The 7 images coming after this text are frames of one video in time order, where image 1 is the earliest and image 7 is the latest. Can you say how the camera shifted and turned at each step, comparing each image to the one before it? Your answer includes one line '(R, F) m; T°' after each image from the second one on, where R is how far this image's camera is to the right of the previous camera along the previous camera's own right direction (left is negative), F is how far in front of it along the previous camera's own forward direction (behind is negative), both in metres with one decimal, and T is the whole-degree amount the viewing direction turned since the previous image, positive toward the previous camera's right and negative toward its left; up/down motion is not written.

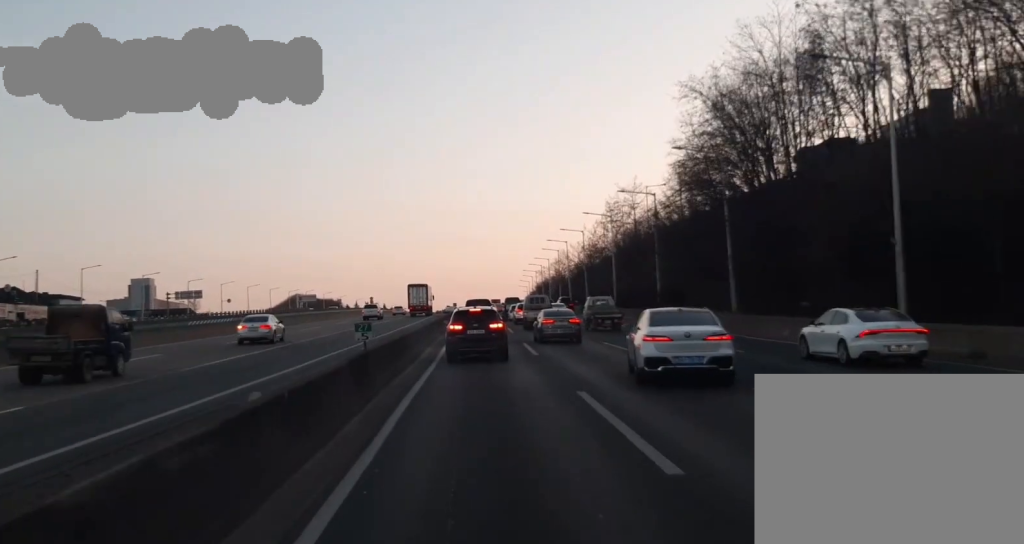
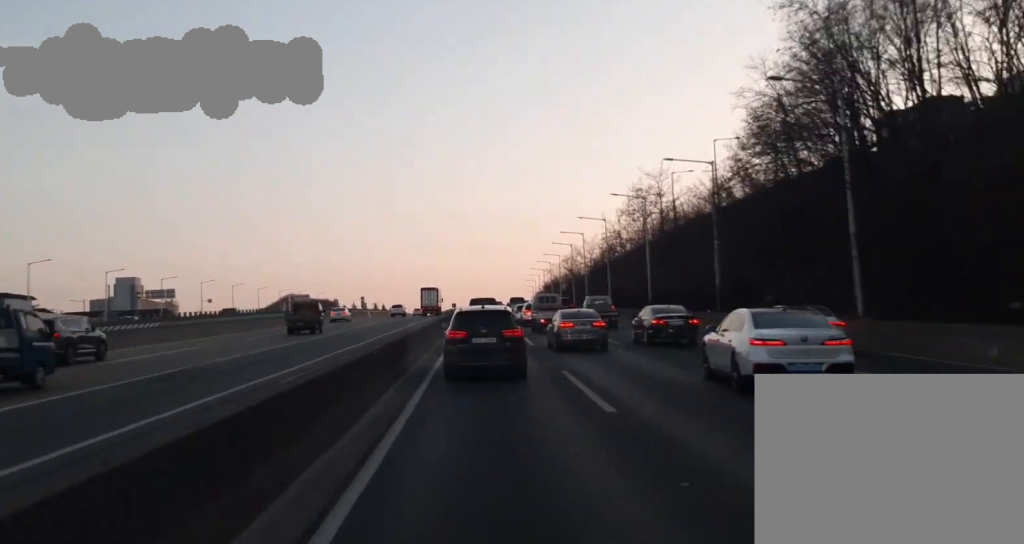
(0.0, +19.9) m; 0°
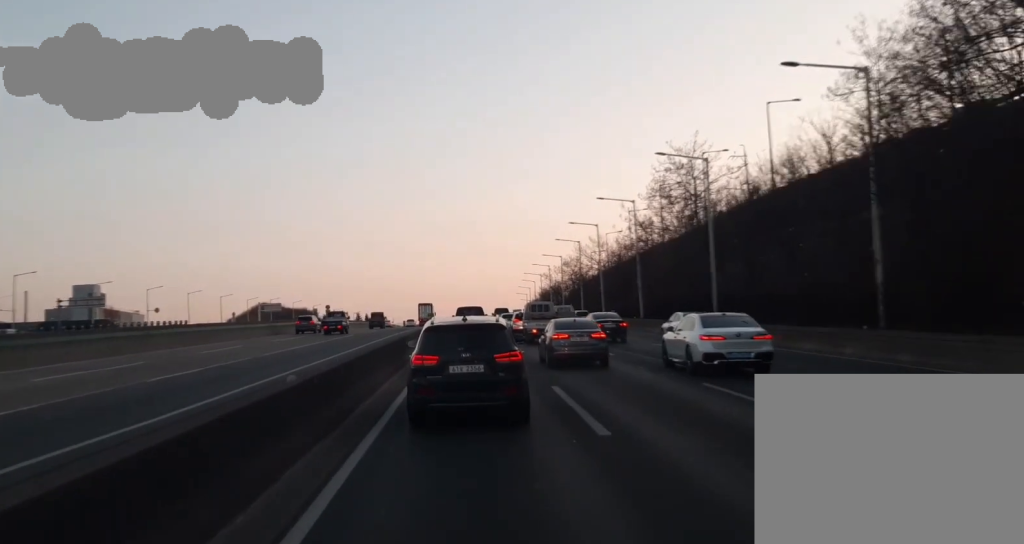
(0.0, +30.6) m; -1°
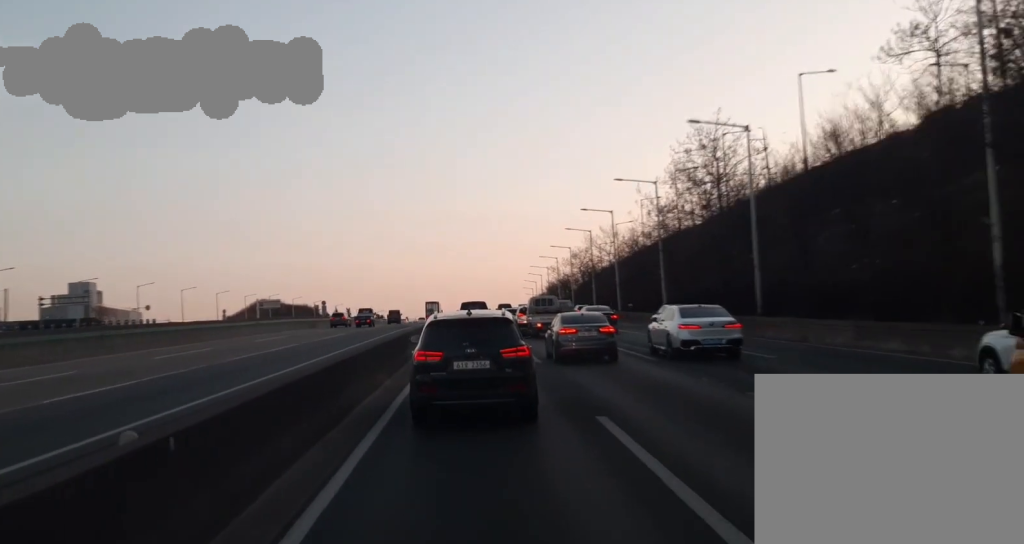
(-0.1, +8.6) m; -1°
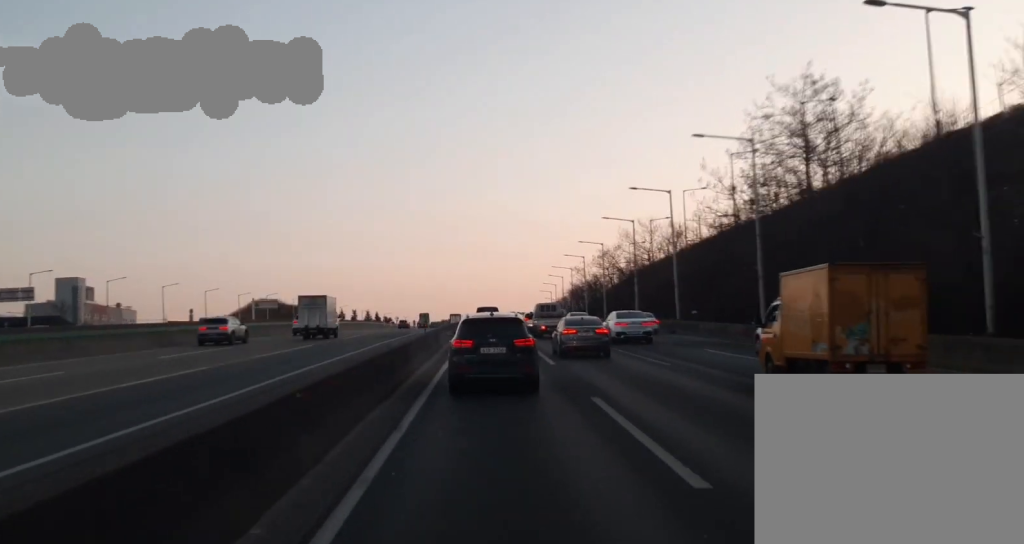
(-0.9, +23.3) m; -4°
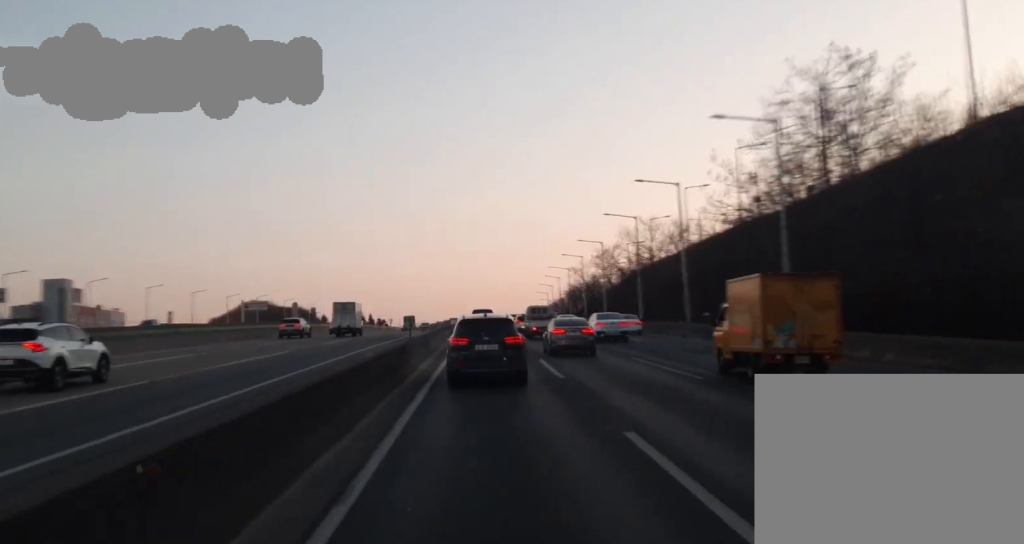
(0.0, +5.4) m; 0°
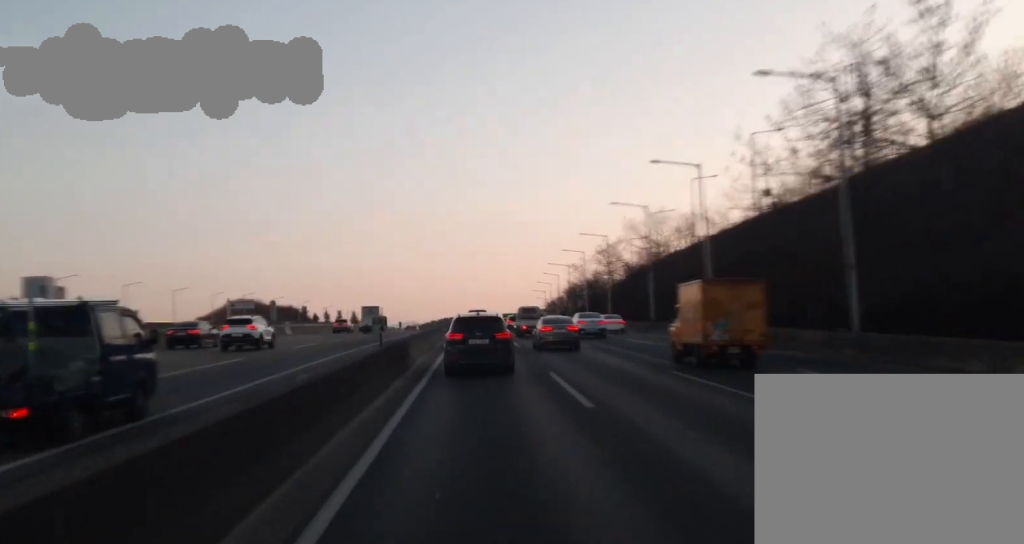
(0.0, +7.2) m; +1°
